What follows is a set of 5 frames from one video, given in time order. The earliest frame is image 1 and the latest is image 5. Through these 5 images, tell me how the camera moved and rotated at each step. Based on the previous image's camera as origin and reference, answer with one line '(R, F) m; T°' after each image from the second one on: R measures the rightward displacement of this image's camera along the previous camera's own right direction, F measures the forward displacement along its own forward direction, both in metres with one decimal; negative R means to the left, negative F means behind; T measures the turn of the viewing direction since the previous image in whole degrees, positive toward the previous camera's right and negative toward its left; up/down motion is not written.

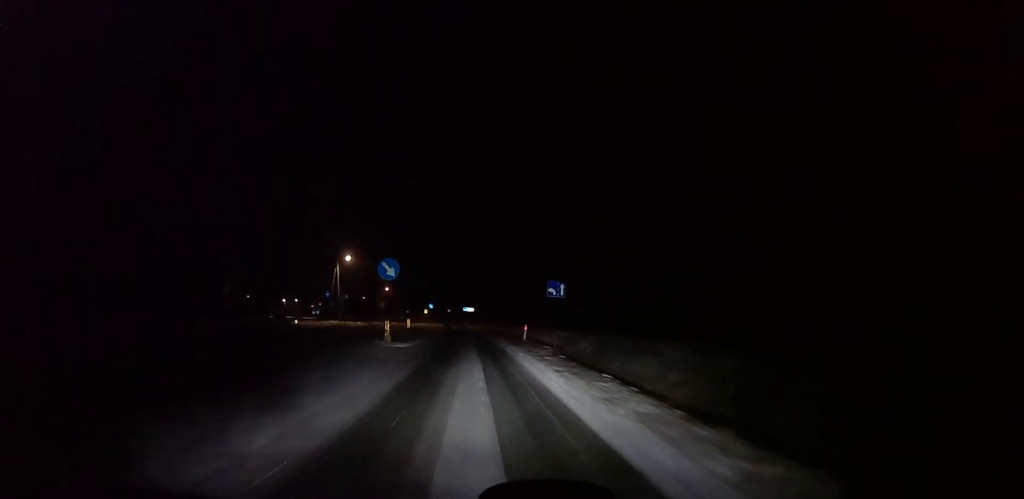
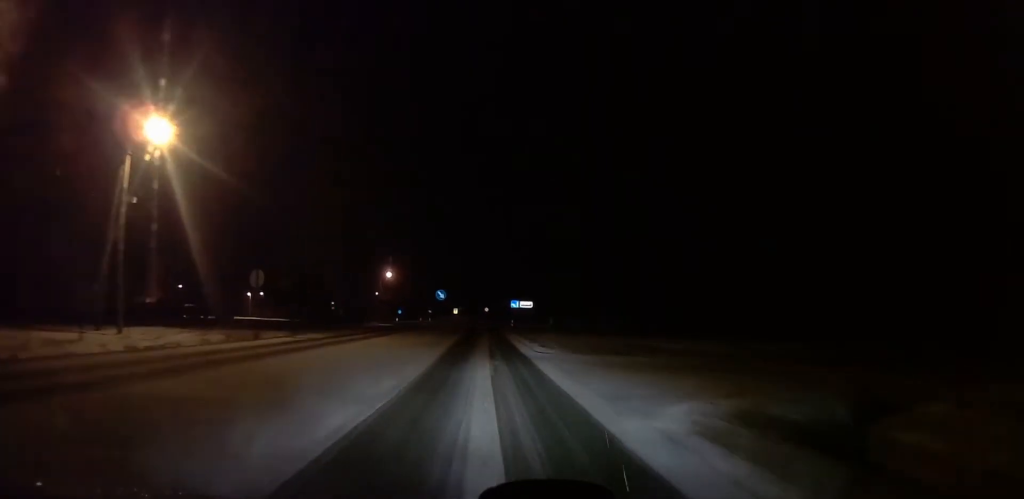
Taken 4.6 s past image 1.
(+1.3, +64.5) m; -1°
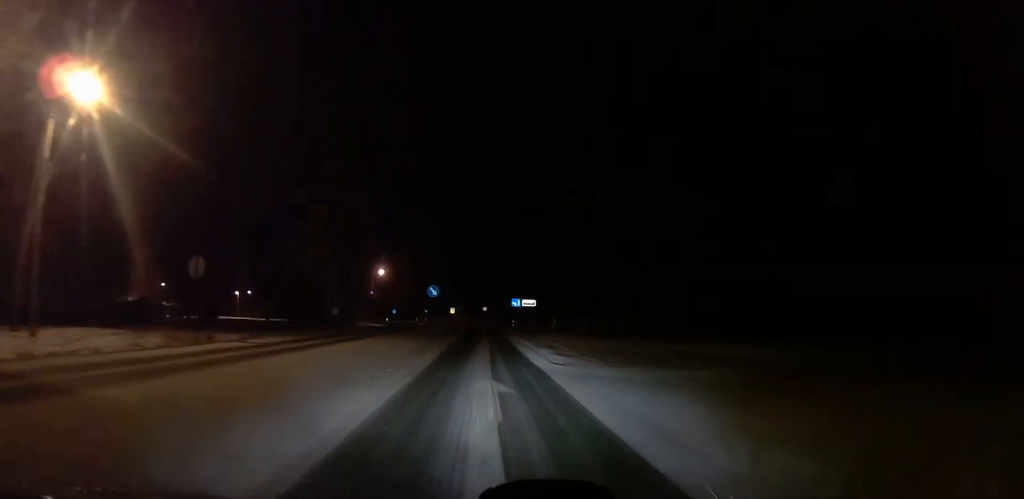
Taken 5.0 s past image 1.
(-0.1, +6.4) m; +1°
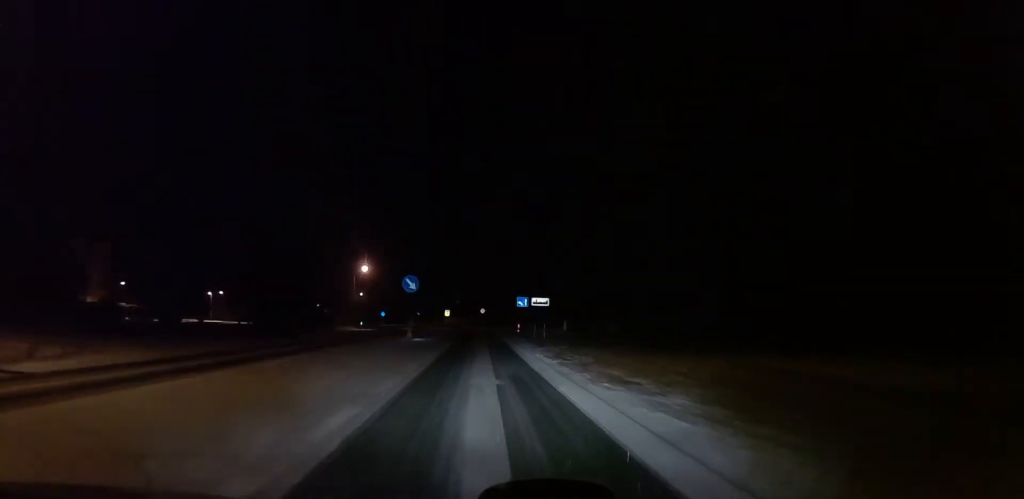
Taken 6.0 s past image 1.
(+0.7, +13.0) m; -3°
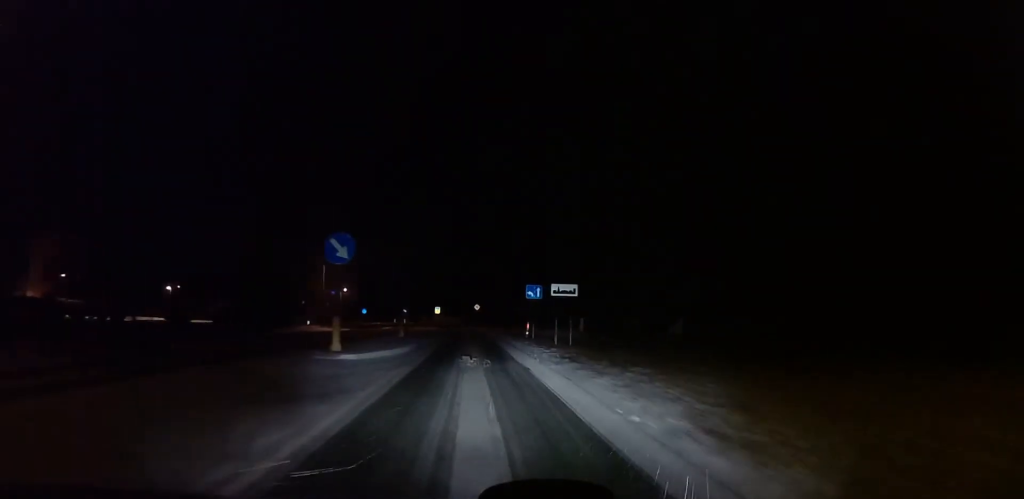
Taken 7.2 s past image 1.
(-1.1, +15.6) m; +1°
